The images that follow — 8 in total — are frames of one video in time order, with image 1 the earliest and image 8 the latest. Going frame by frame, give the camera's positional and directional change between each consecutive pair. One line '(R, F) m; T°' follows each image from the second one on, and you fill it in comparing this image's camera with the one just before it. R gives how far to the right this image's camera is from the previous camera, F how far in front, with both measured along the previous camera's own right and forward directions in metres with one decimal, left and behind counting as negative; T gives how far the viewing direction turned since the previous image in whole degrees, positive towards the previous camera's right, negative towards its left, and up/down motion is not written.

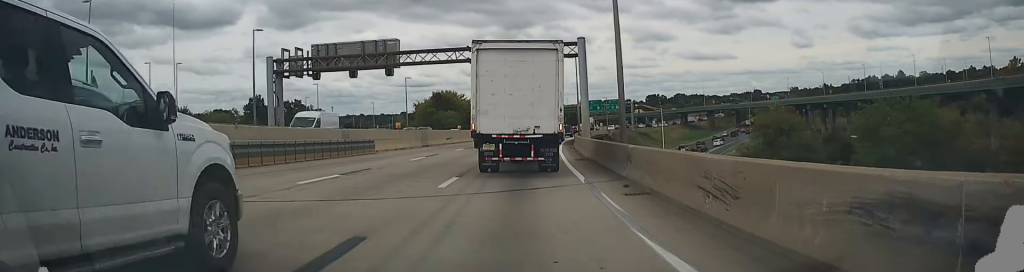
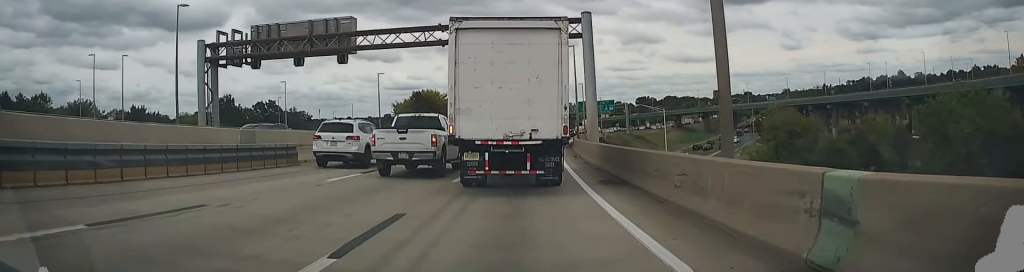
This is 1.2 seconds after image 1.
(+0.1, +10.8) m; +1°
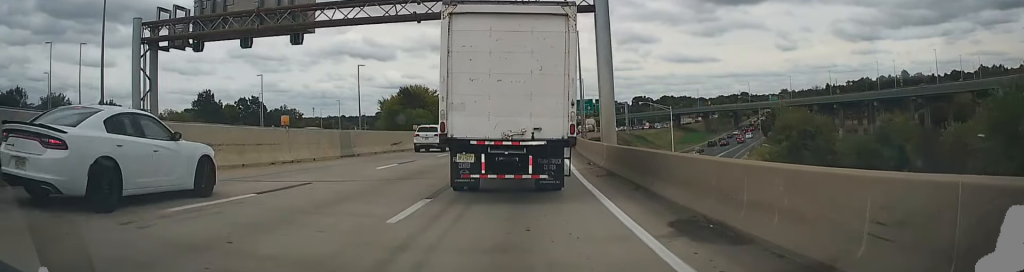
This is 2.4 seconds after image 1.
(+0.1, +7.8) m; +1°
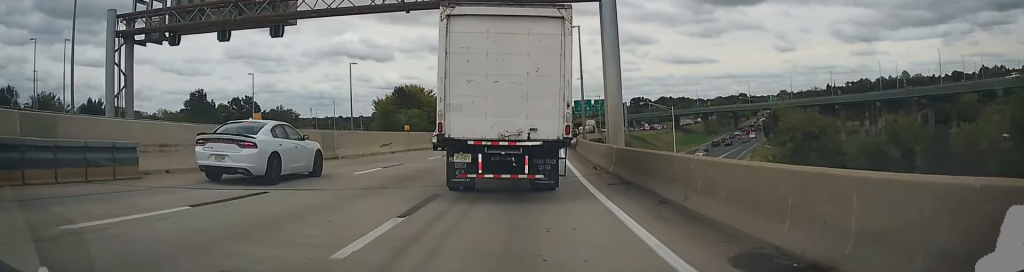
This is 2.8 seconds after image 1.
(0.0, +2.4) m; +1°
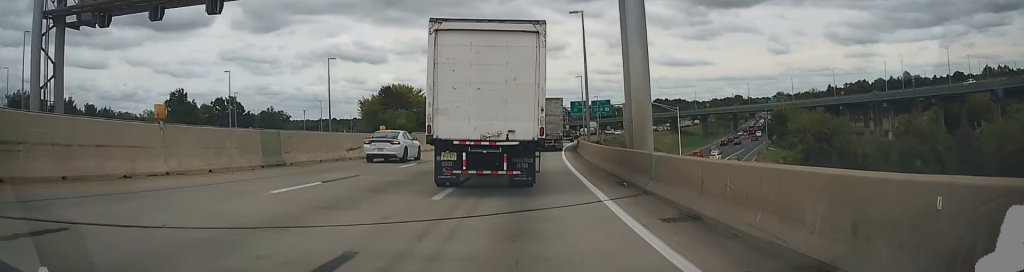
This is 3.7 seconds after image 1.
(+0.1, +5.8) m; +1°
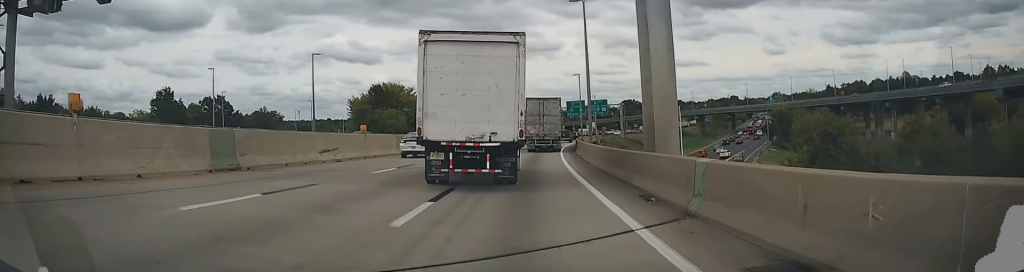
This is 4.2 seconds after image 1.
(+0.1, +3.4) m; +1°
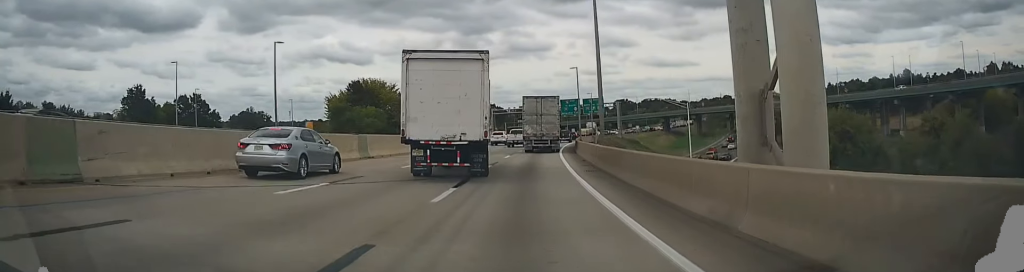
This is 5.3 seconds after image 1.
(-0.1, +7.1) m; -1°
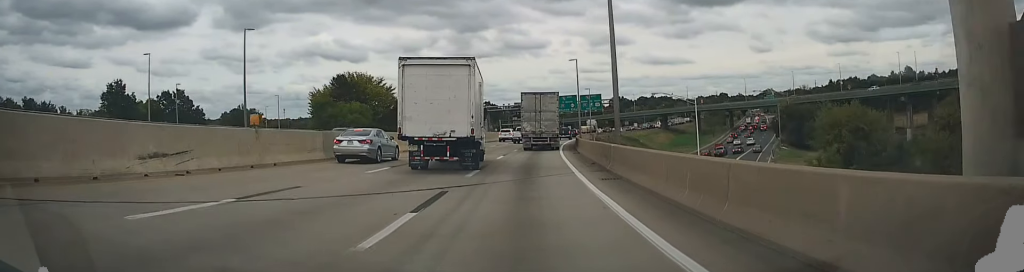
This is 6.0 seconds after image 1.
(0.0, +5.0) m; 0°
